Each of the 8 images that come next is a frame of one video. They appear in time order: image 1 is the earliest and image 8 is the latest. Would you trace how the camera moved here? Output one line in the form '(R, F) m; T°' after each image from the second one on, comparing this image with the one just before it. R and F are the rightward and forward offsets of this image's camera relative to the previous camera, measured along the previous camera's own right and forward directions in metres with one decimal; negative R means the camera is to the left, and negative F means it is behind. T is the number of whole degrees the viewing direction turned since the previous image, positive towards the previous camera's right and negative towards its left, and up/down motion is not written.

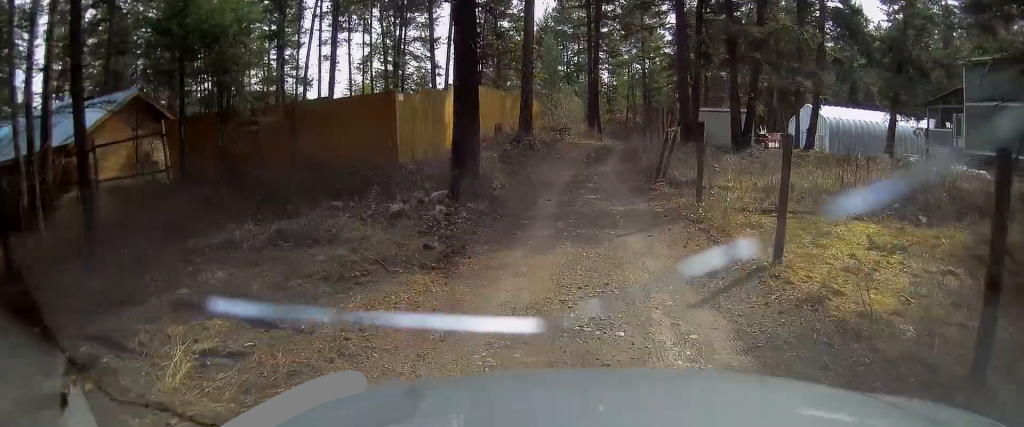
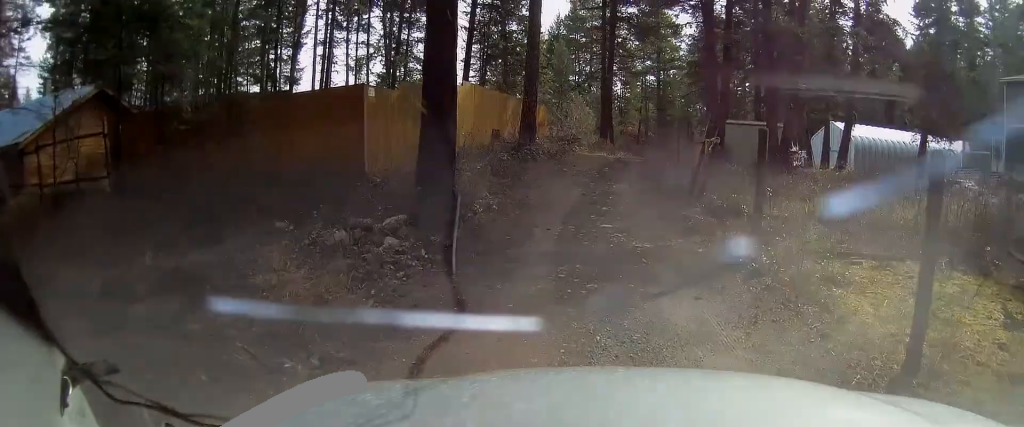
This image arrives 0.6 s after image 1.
(0.0, +2.9) m; -1°
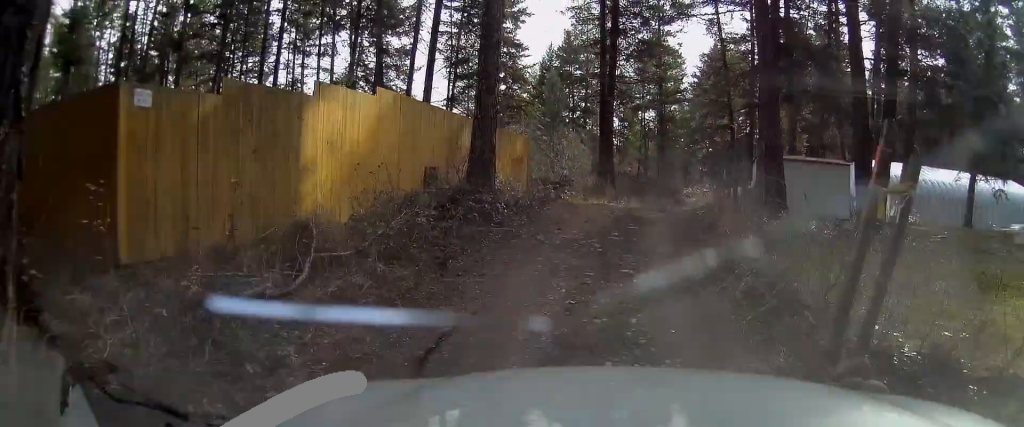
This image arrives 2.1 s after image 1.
(-0.2, +6.8) m; -1°
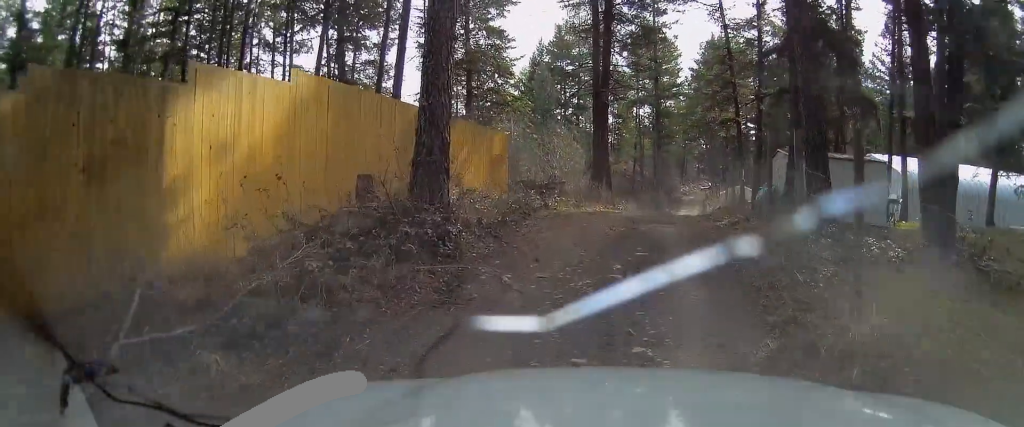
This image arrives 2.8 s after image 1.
(0.0, +2.6) m; +1°
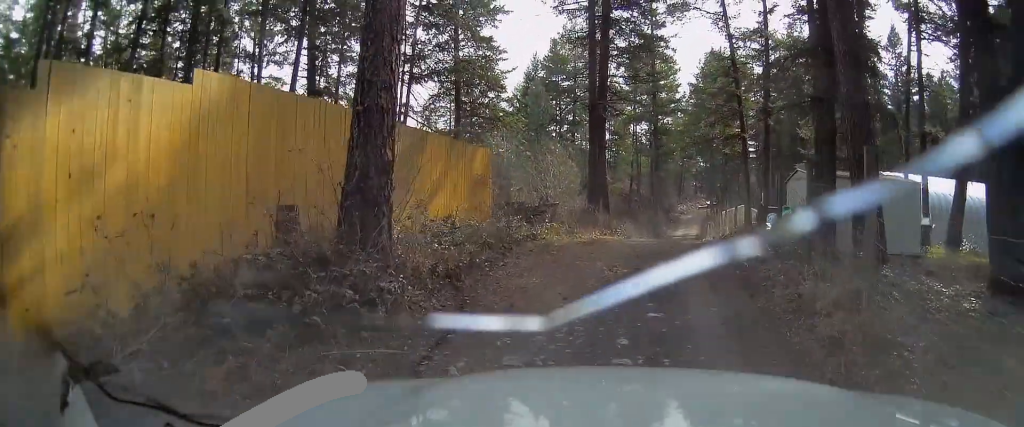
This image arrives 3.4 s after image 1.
(0.0, +1.9) m; +1°
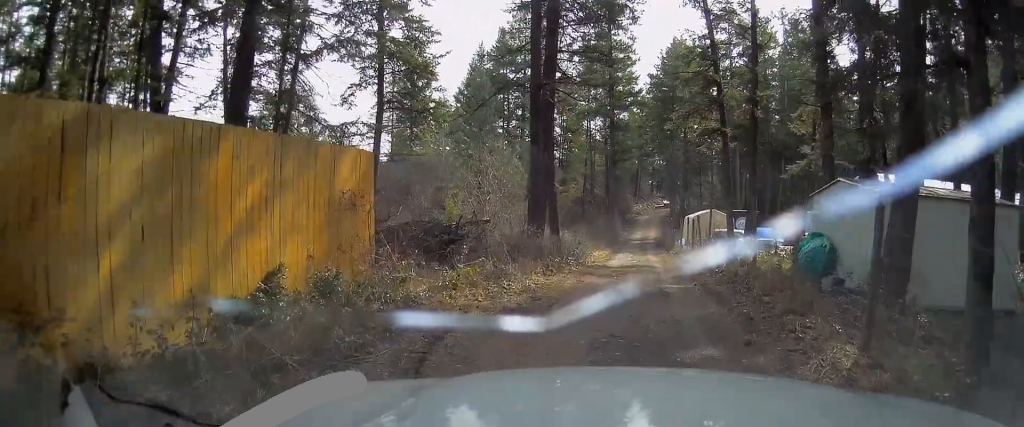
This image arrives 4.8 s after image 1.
(+0.1, +4.7) m; +4°
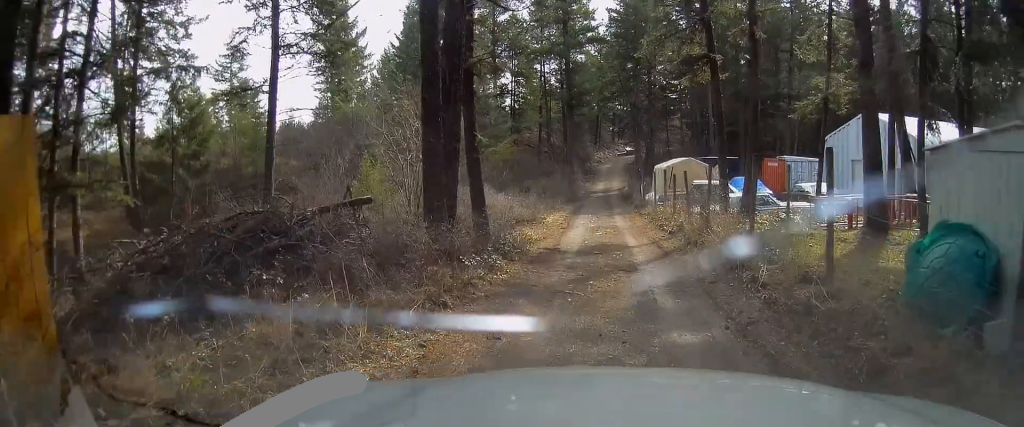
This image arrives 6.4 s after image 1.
(+0.2, +4.8) m; +4°
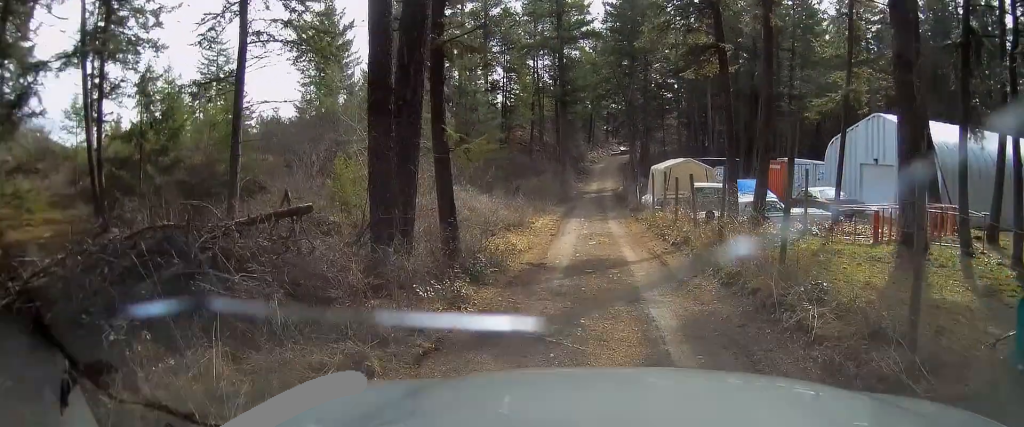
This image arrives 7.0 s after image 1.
(0.0, +1.6) m; 0°
